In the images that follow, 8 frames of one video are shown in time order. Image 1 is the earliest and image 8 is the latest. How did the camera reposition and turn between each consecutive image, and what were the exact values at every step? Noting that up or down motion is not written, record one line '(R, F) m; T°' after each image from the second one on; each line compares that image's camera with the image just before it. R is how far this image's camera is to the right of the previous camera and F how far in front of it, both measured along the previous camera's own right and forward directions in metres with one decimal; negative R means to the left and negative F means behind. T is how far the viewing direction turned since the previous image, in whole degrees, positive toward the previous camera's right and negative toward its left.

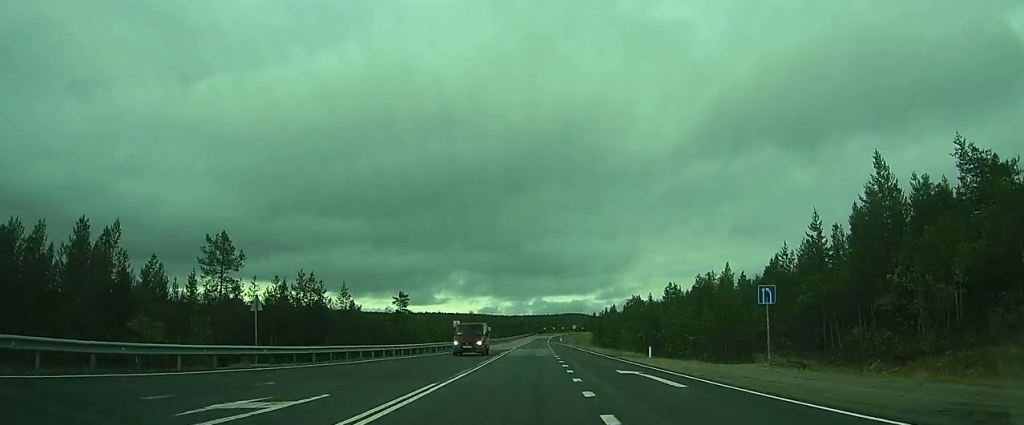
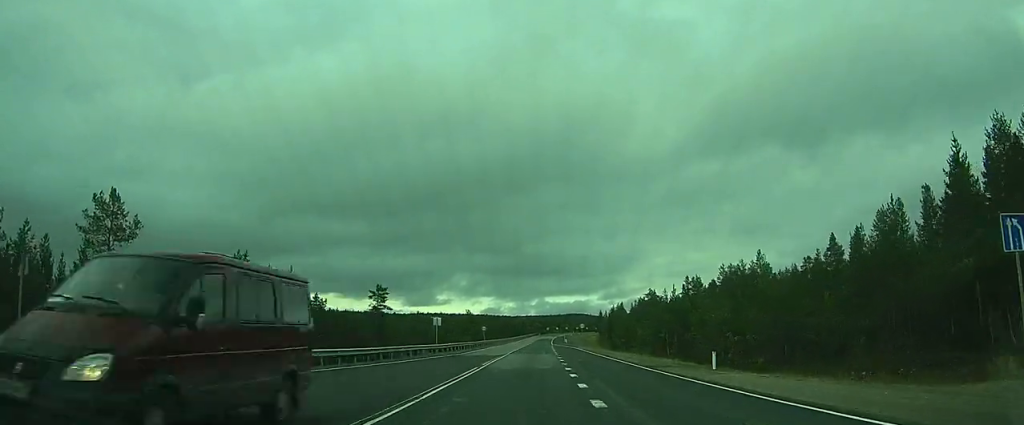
(+0.1, +13.2) m; 0°
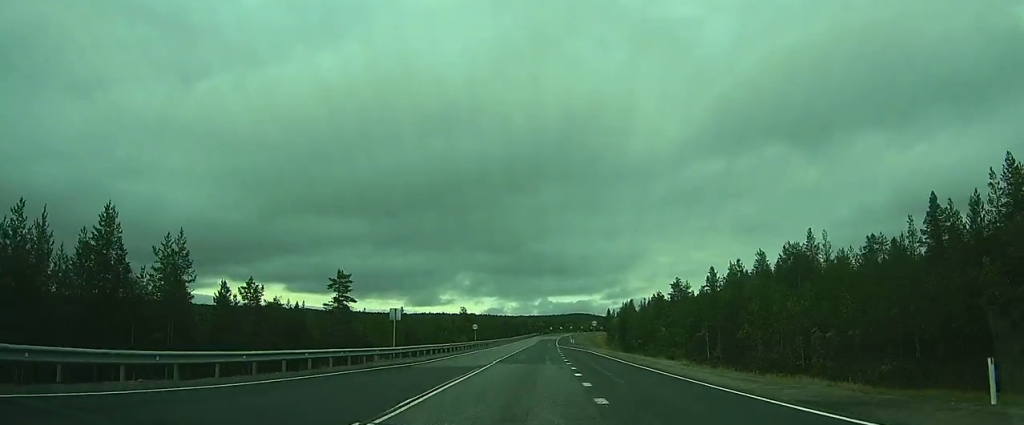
(0.0, +15.4) m; 0°
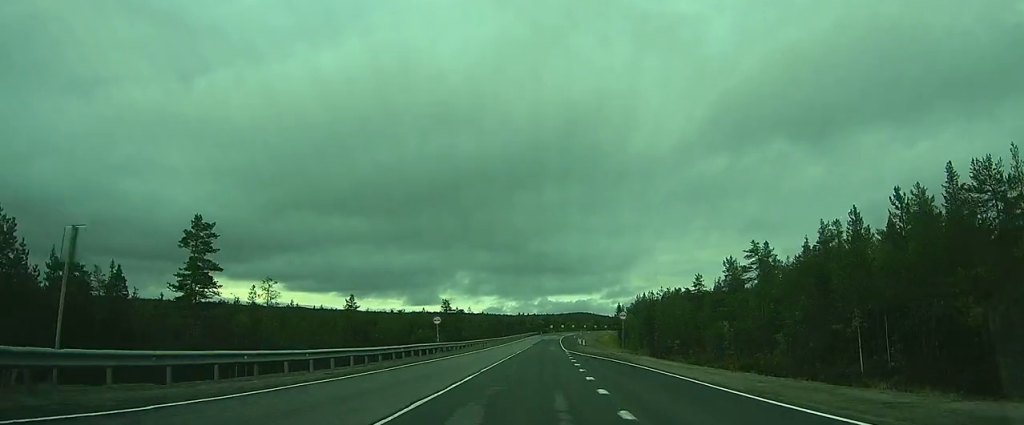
(+0.1, +25.8) m; +1°
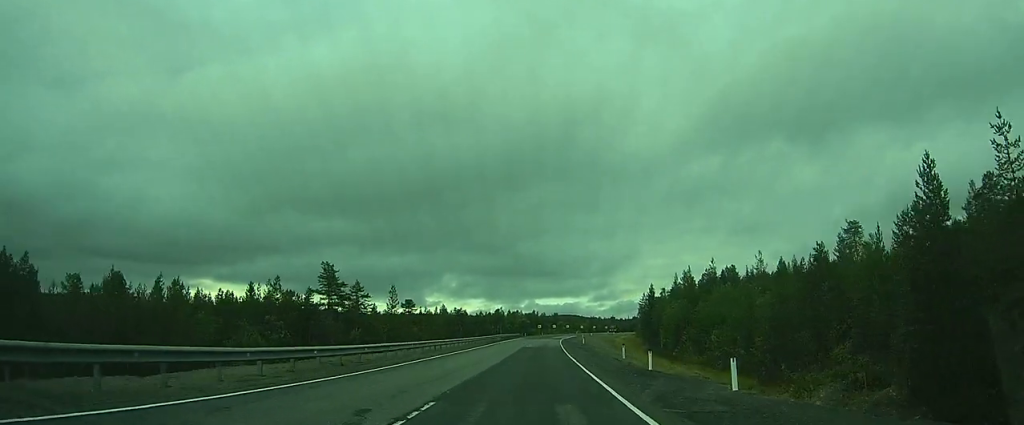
(+0.1, +60.1) m; 0°
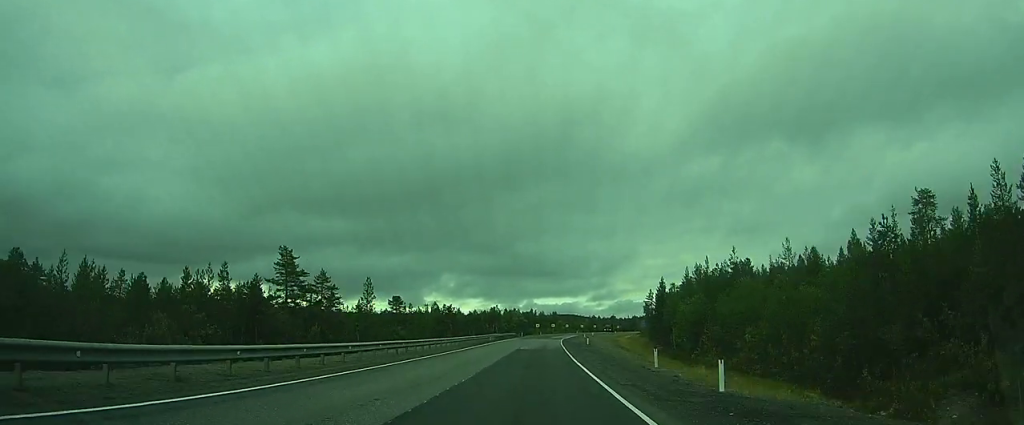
(0.0, +9.6) m; 0°
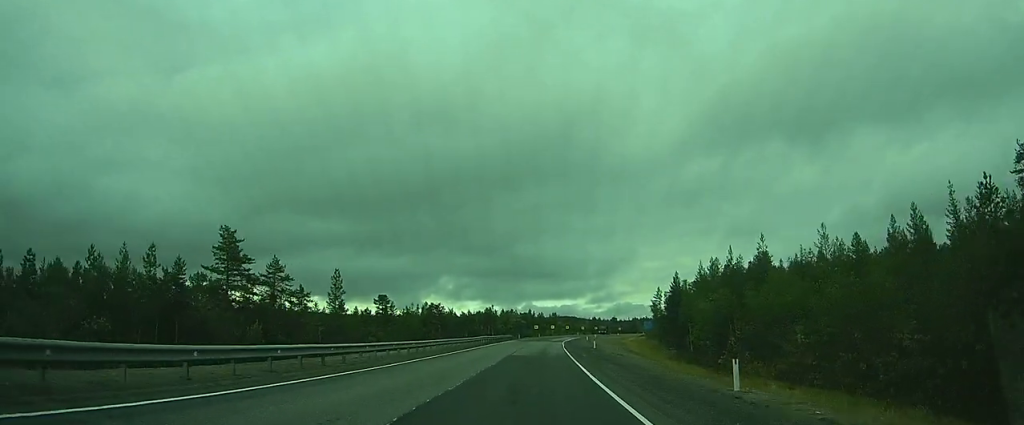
(-0.1, +9.6) m; 0°
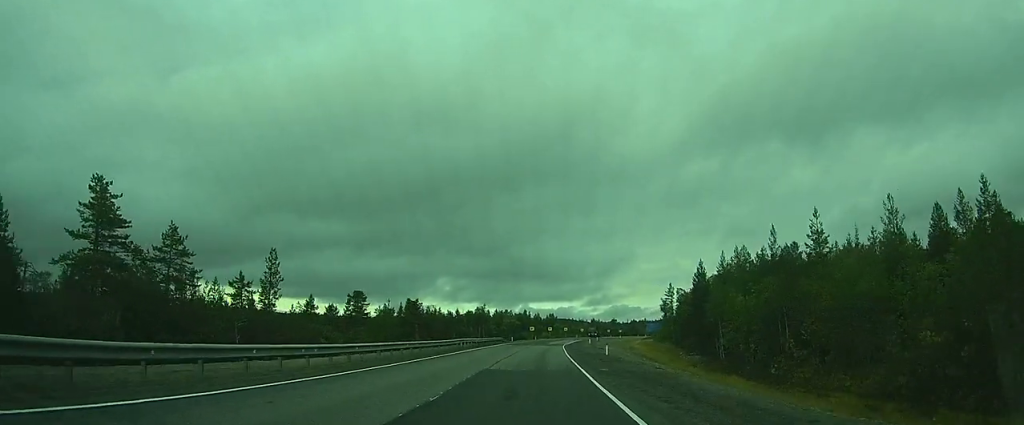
(+0.1, +13.0) m; +1°
